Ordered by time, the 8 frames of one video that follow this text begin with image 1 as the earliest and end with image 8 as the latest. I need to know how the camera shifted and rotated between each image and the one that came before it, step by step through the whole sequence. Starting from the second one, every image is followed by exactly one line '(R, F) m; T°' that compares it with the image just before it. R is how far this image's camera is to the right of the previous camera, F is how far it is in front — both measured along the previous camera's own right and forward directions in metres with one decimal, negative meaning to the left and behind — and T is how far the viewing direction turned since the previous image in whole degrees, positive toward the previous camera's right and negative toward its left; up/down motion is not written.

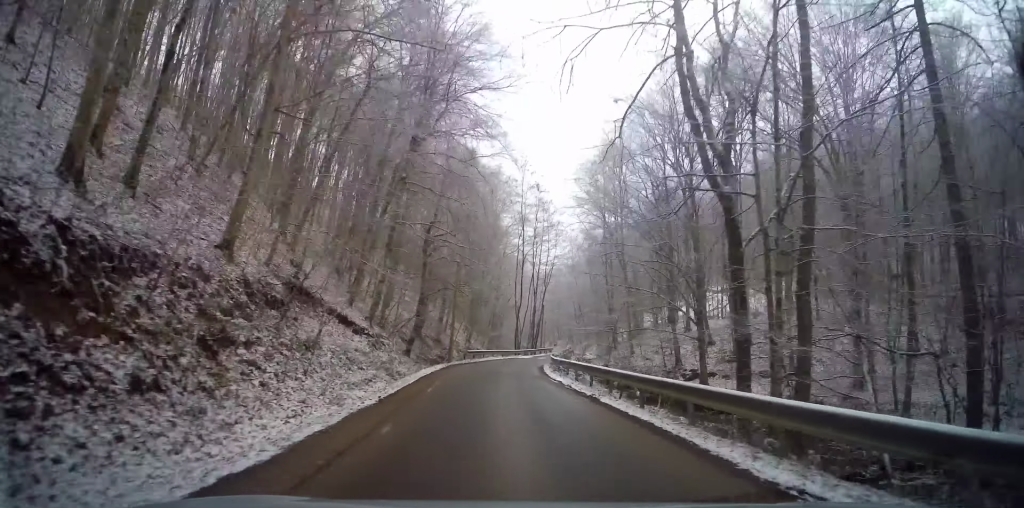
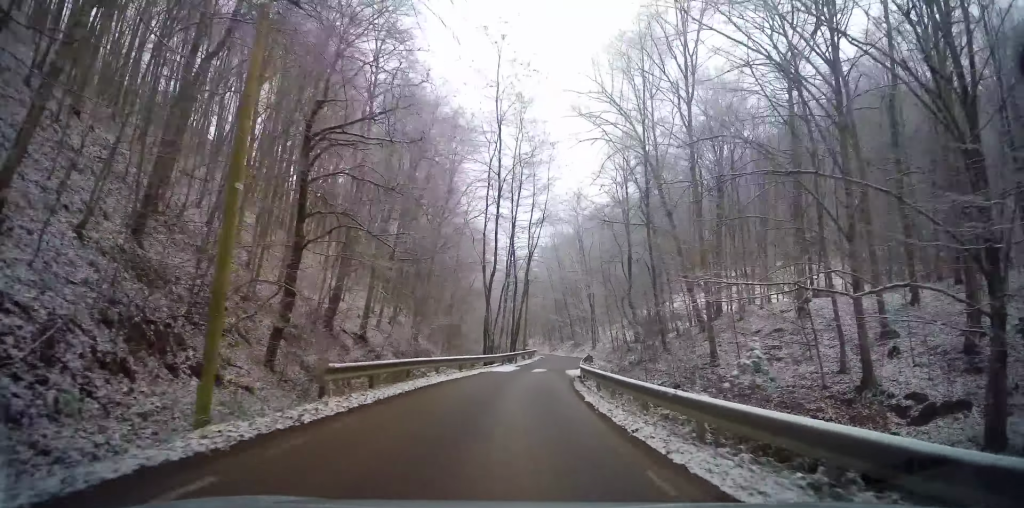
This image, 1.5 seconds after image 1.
(+0.9, +25.6) m; +6°
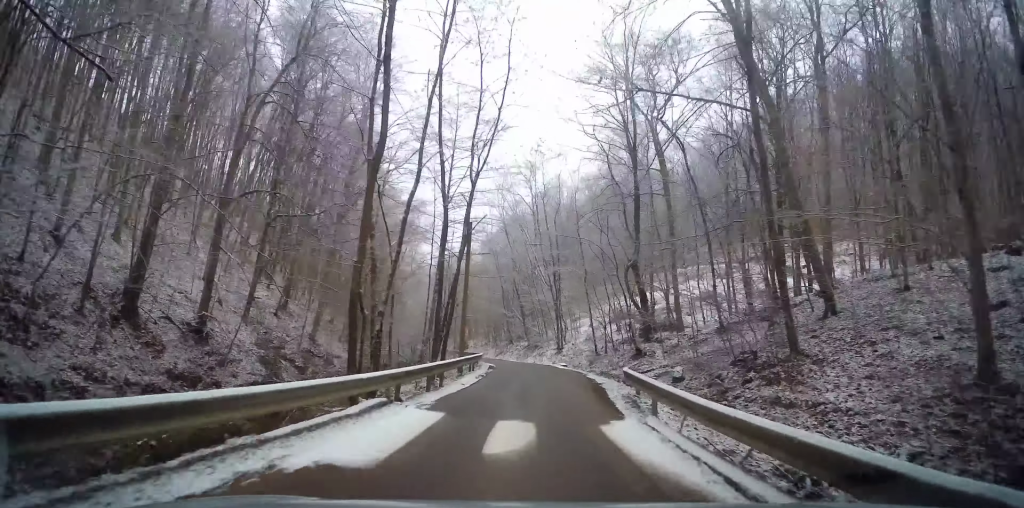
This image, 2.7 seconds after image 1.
(+0.6, +19.5) m; +4°
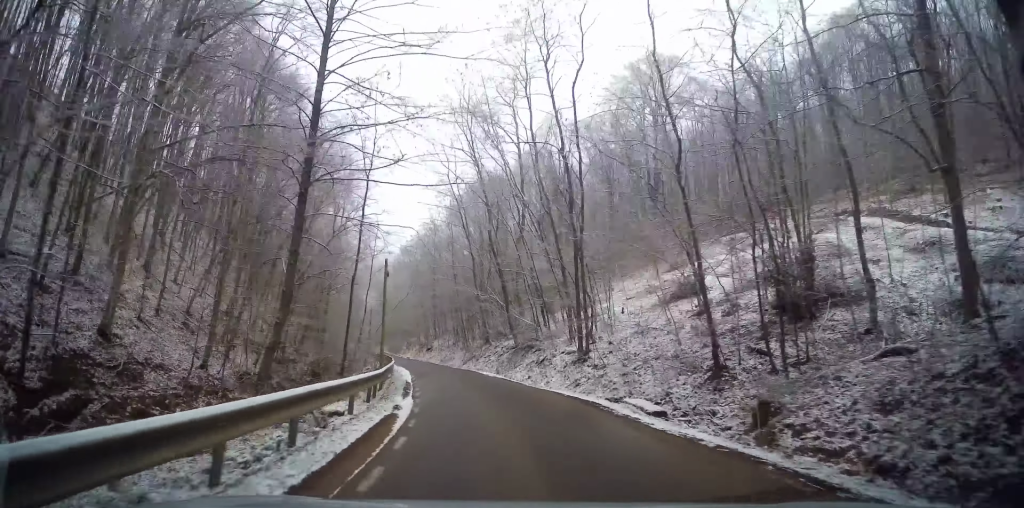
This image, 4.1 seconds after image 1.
(+1.5, +26.0) m; +2°
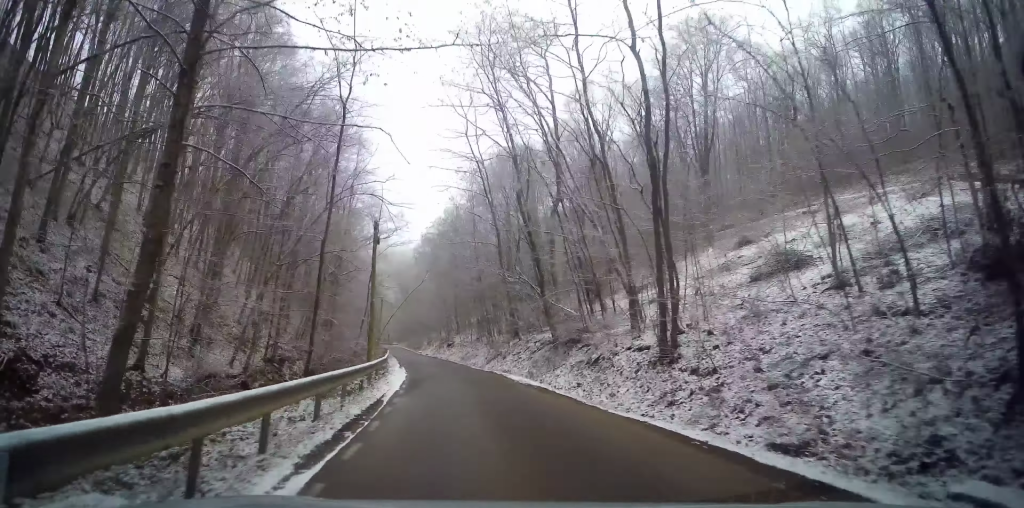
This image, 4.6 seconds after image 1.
(+0.5, +9.0) m; -2°
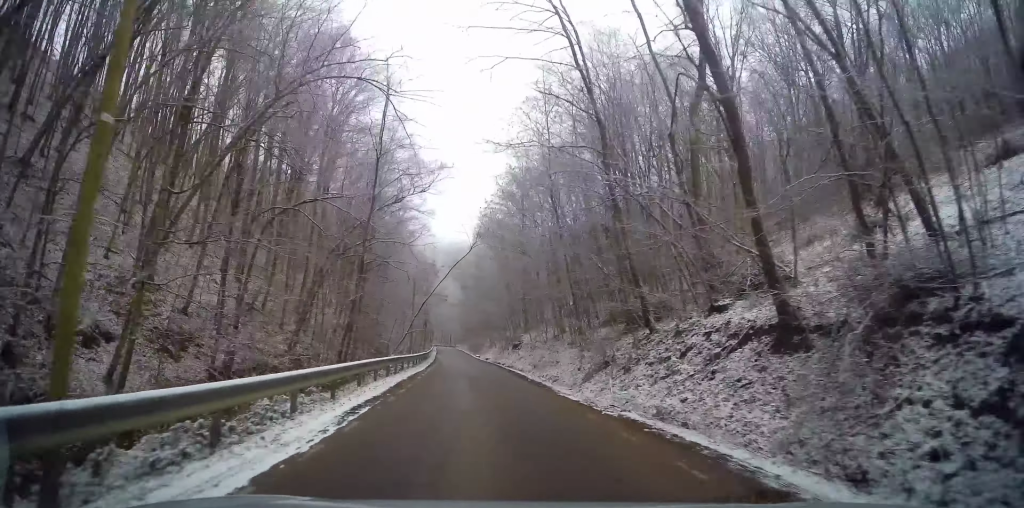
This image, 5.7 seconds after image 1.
(-1.8, +19.0) m; -8°
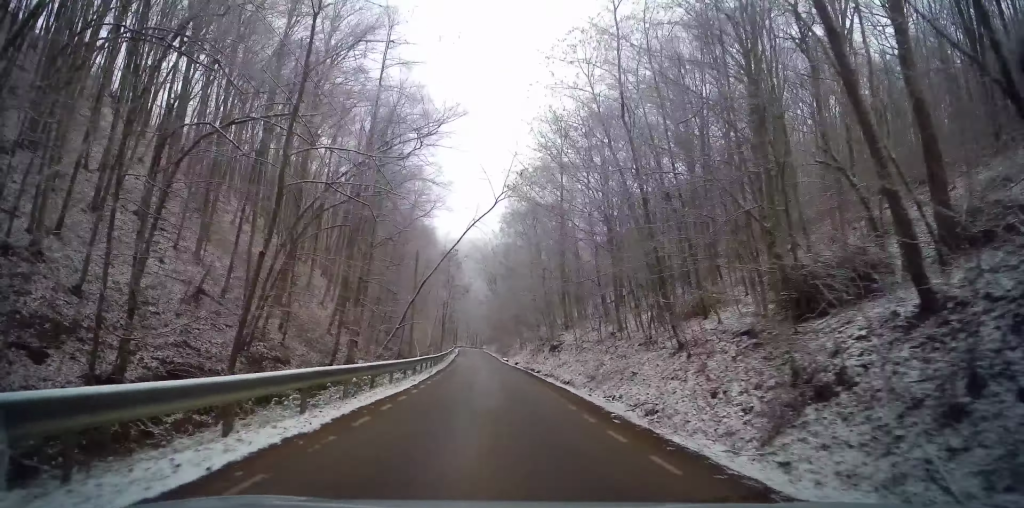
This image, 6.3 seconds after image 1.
(-0.4, +11.6) m; -2°
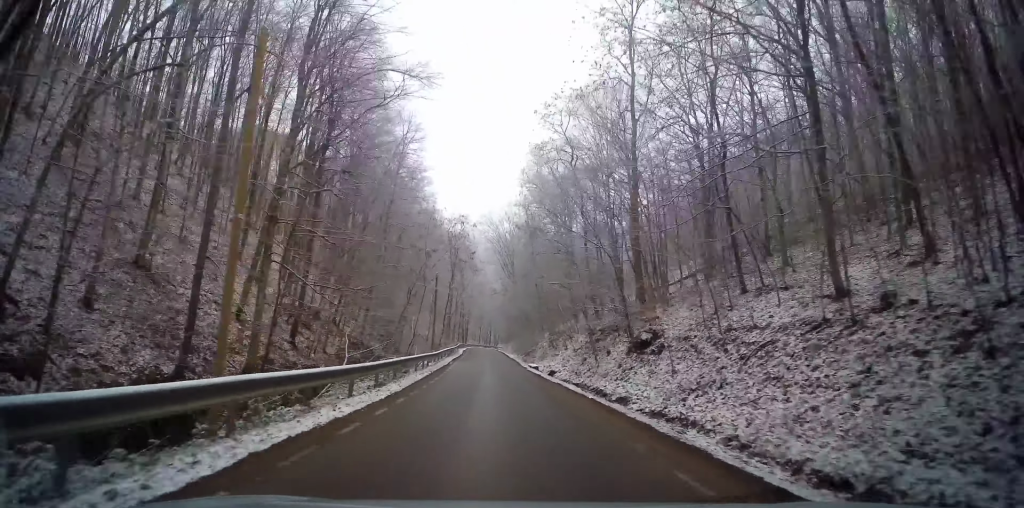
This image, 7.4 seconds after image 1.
(-0.5, +21.0) m; -2°
